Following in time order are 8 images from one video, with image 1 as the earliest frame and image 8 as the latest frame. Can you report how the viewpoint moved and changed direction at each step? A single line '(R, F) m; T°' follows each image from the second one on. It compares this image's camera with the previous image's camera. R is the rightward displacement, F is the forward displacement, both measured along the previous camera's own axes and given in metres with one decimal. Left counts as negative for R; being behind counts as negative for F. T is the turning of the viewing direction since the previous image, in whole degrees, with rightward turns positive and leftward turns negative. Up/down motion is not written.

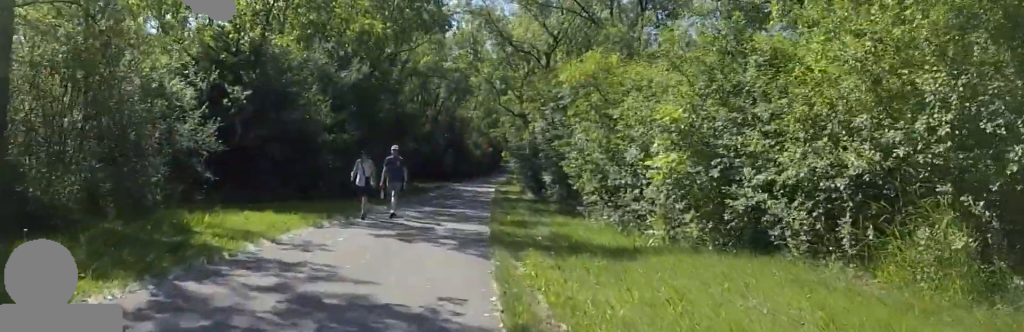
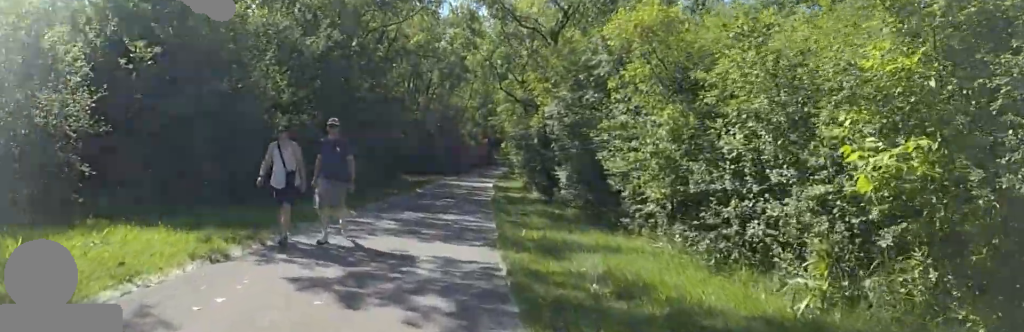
(0.0, +4.7) m; +4°
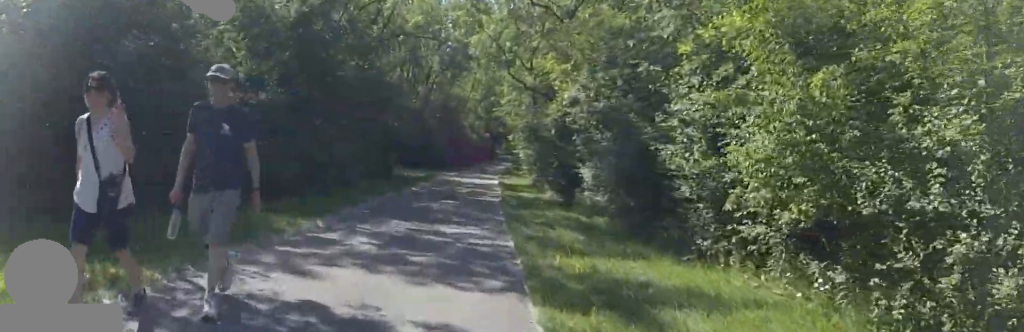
(-0.1, +3.5) m; +6°
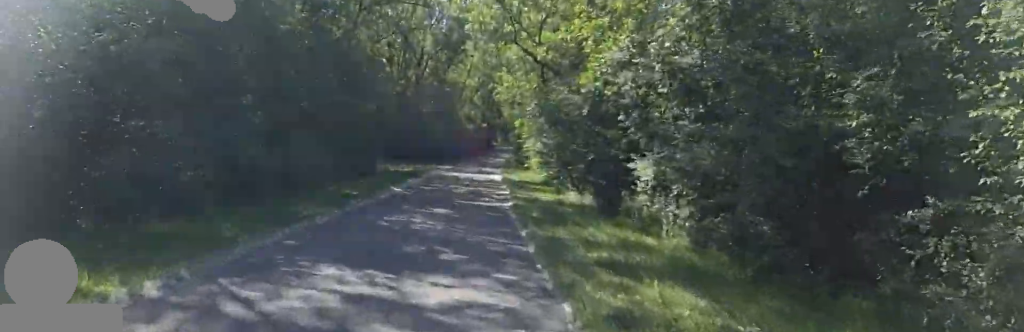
(+0.7, +5.5) m; +1°
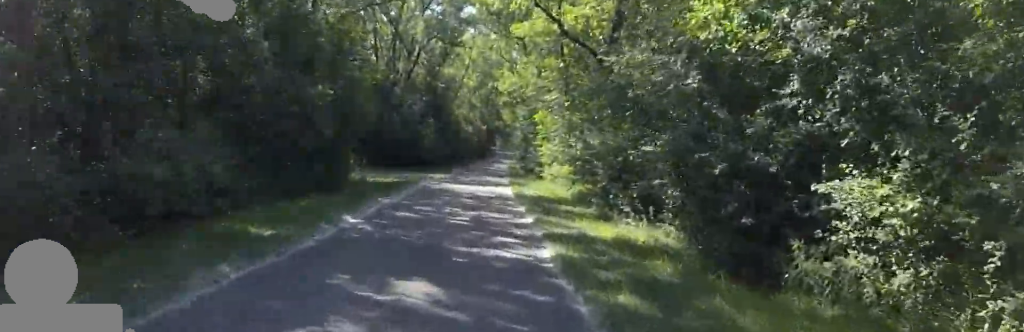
(-0.6, +6.2) m; -9°
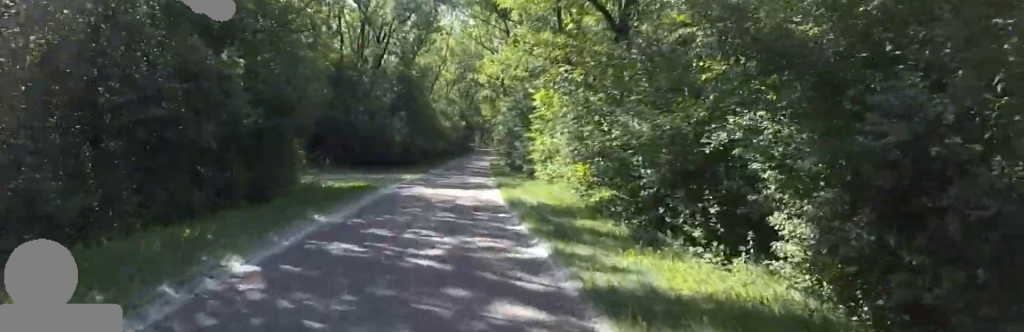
(-0.2, +4.2) m; -2°
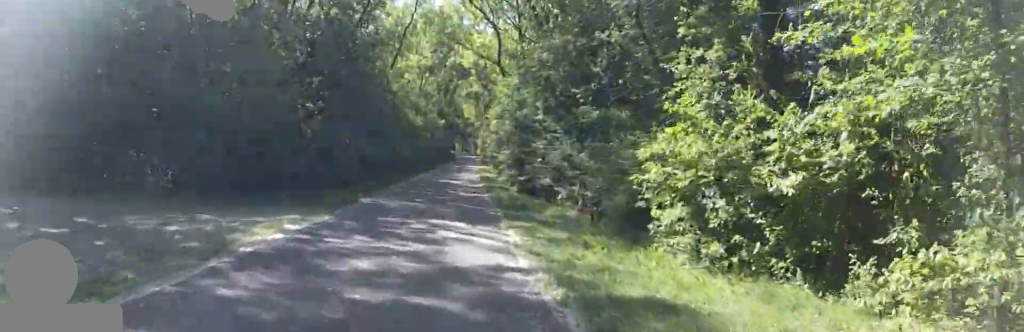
(+0.4, +15.0) m; +10°
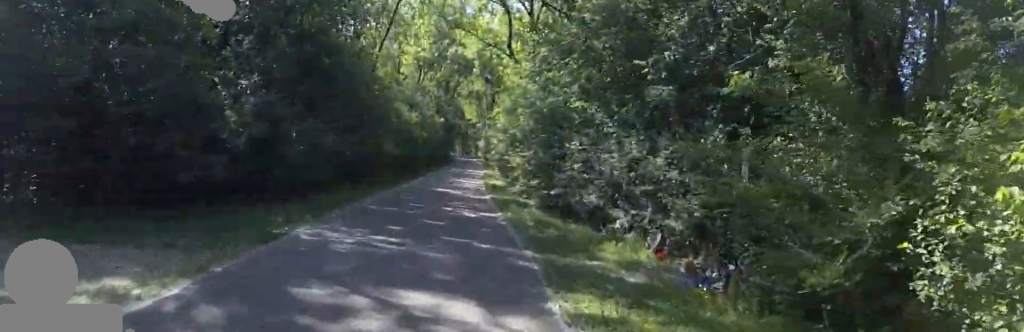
(+0.8, +5.5) m; 0°
